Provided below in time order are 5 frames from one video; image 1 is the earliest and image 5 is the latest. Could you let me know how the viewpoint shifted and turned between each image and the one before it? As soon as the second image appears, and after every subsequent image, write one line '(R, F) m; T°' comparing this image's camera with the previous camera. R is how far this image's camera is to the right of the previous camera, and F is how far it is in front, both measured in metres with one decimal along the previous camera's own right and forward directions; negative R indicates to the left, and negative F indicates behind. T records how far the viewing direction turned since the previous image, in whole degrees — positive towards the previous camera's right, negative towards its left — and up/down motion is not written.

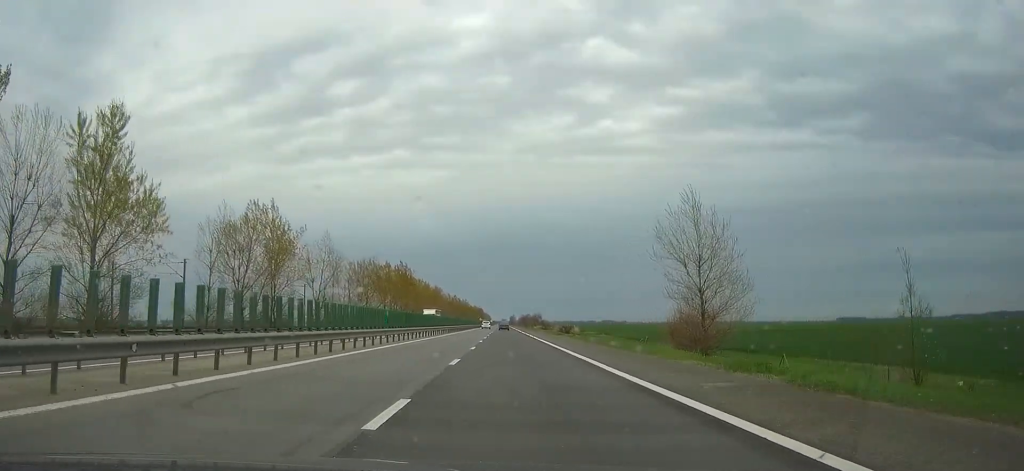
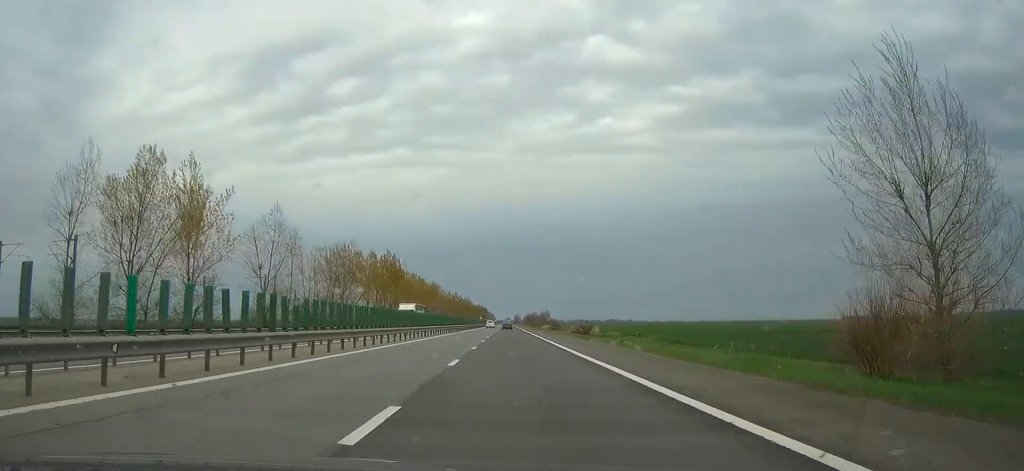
(+0.1, +24.9) m; 0°
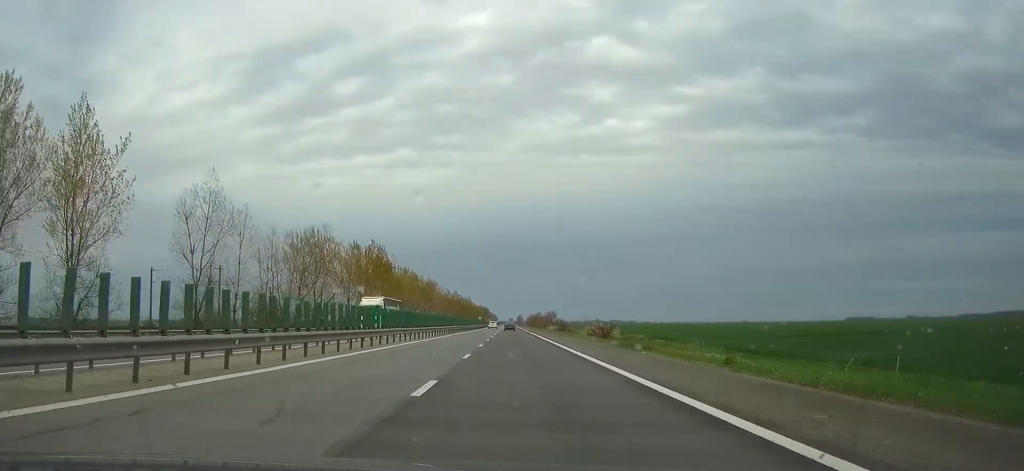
(0.0, +19.6) m; 0°
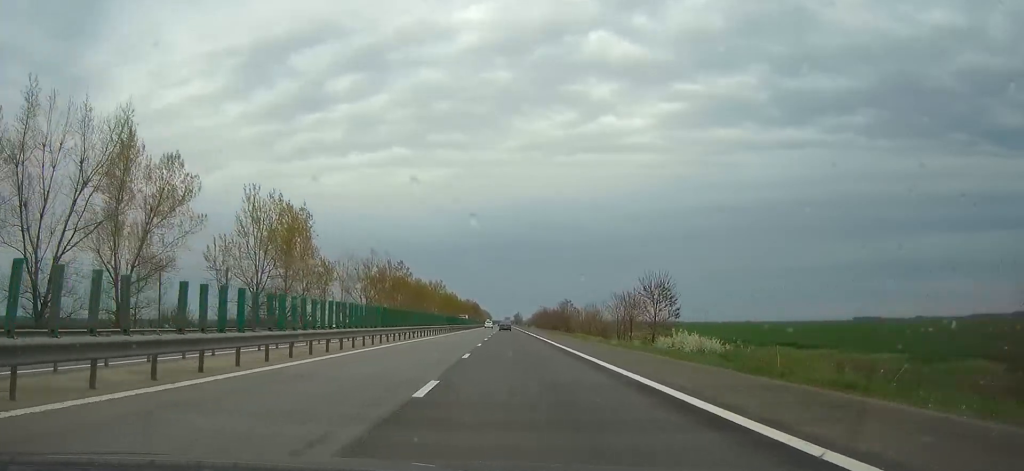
(-0.6, +168.4) m; 0°
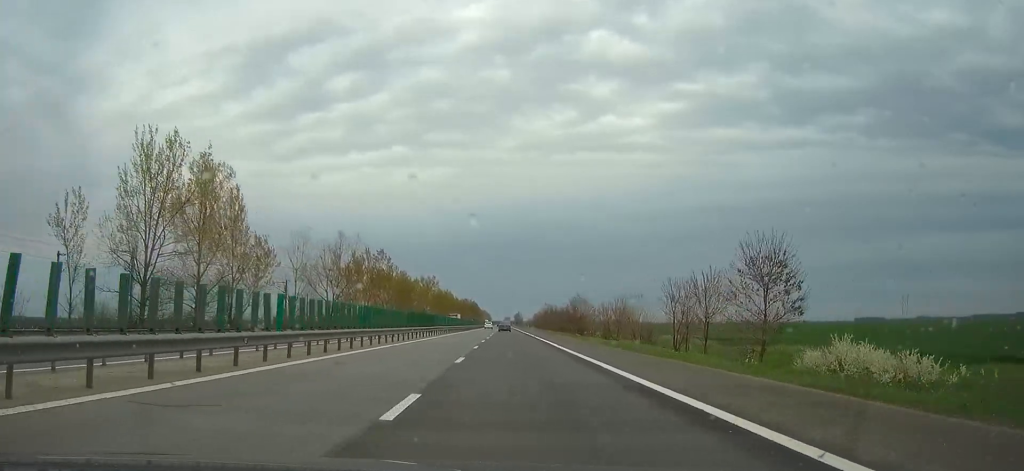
(0.0, +30.3) m; 0°
